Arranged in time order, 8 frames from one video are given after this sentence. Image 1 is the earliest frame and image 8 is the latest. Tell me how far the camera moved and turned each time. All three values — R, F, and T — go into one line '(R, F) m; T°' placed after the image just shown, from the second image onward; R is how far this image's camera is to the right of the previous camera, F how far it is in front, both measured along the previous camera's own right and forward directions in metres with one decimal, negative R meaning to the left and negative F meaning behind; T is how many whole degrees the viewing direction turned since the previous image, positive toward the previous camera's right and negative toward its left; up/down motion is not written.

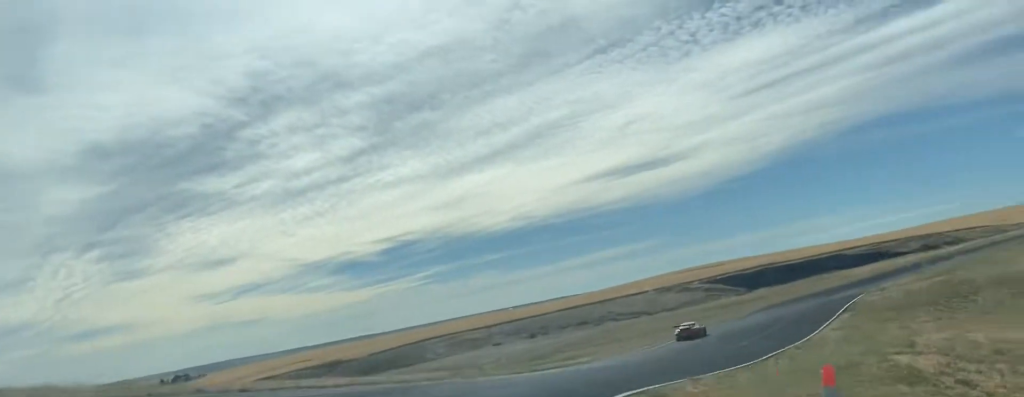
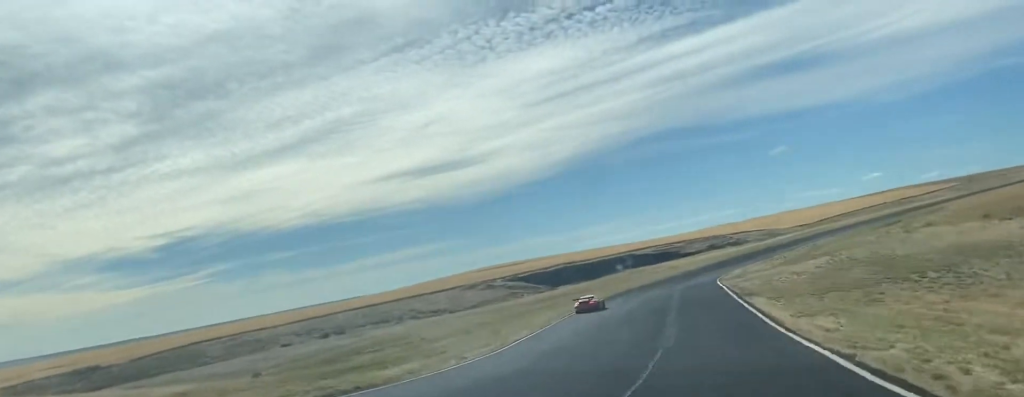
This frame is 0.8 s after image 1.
(+5.7, +24.6) m; +30°
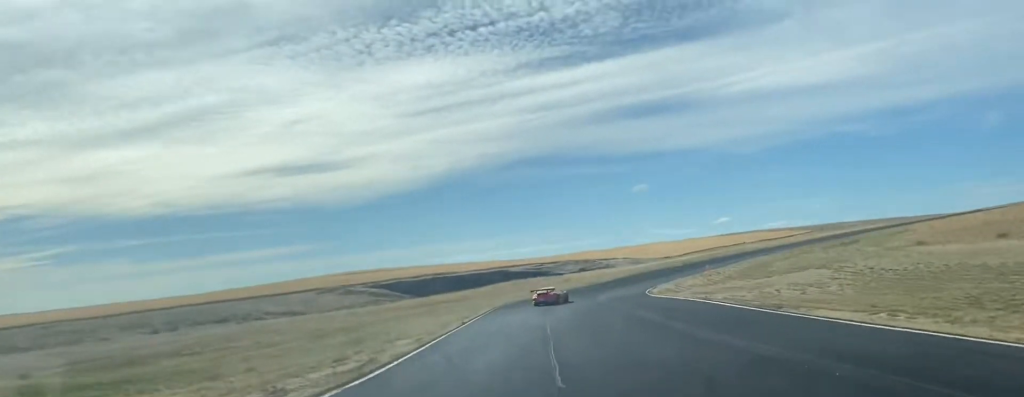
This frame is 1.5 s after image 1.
(+6.7, +21.9) m; +18°
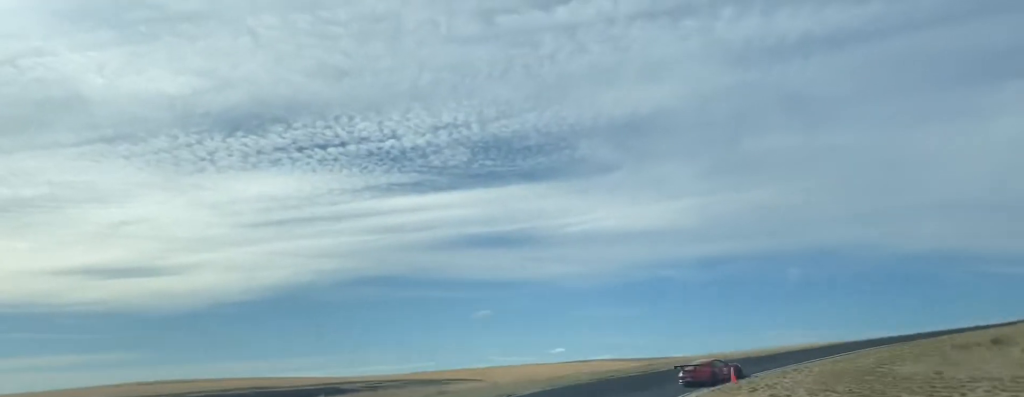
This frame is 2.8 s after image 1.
(+7.6, +38.2) m; +14°
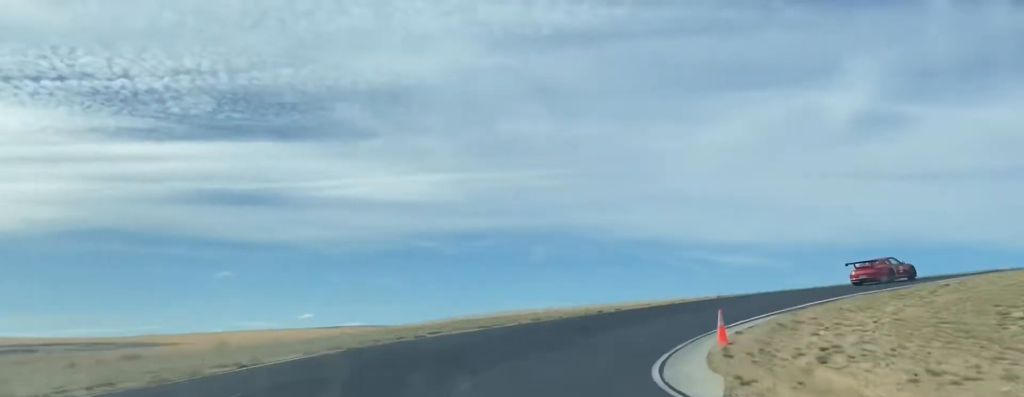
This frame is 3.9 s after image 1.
(+0.8, +30.0) m; +12°
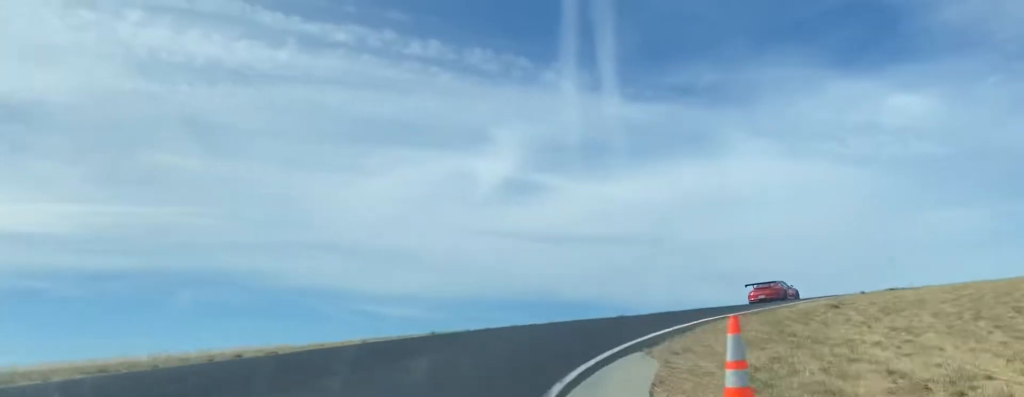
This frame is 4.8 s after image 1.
(+1.7, +19.3) m; +28°
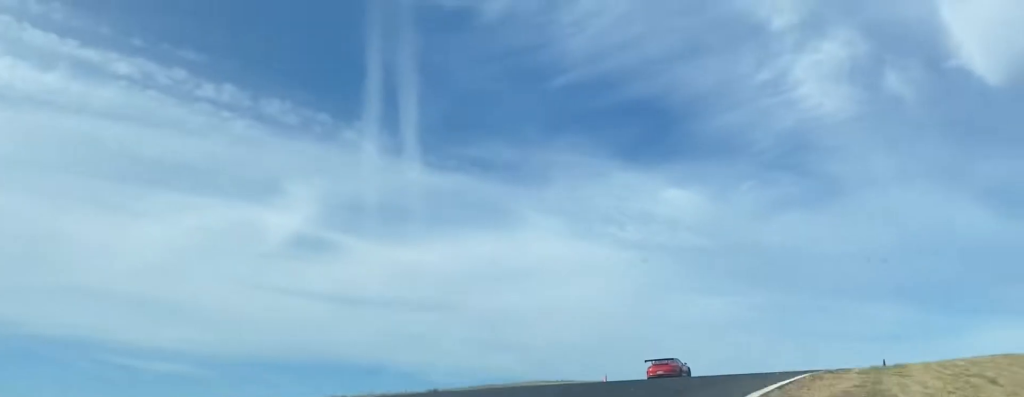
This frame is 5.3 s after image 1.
(+4.2, +9.8) m; +14°
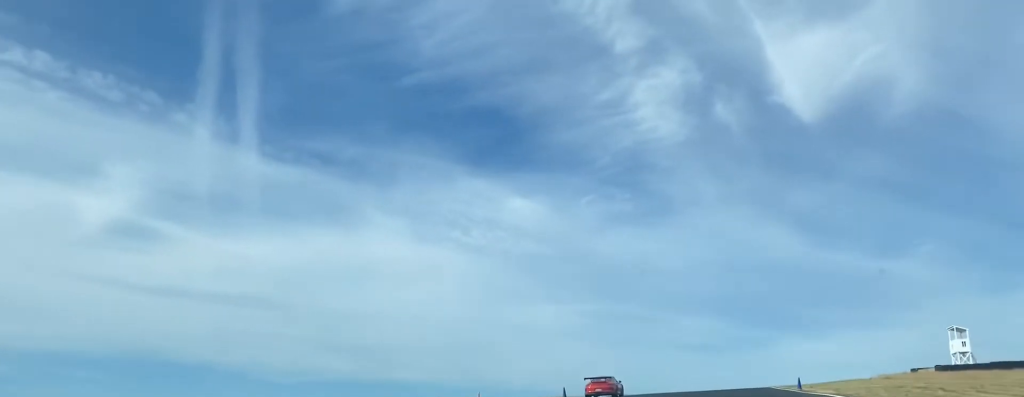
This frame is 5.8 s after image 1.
(+2.7, +12.2) m; +15°
